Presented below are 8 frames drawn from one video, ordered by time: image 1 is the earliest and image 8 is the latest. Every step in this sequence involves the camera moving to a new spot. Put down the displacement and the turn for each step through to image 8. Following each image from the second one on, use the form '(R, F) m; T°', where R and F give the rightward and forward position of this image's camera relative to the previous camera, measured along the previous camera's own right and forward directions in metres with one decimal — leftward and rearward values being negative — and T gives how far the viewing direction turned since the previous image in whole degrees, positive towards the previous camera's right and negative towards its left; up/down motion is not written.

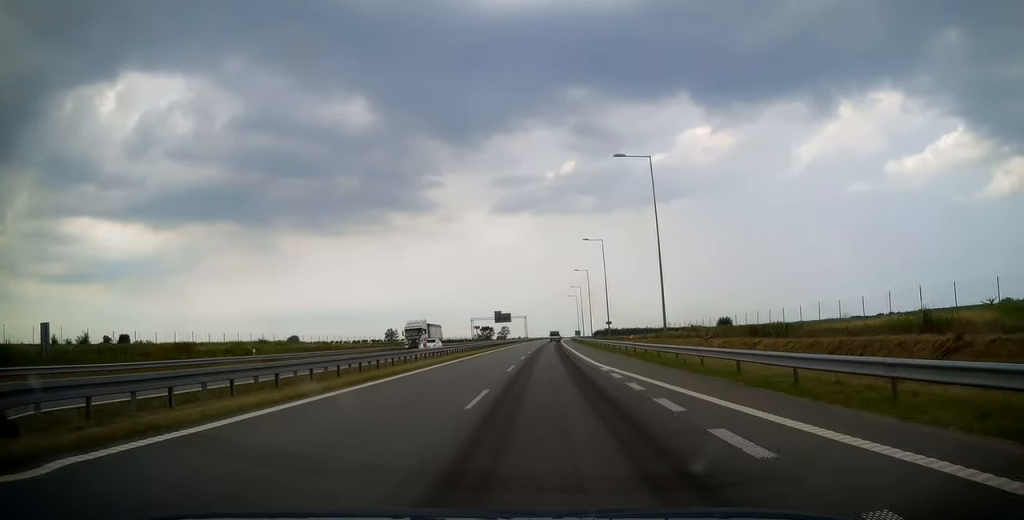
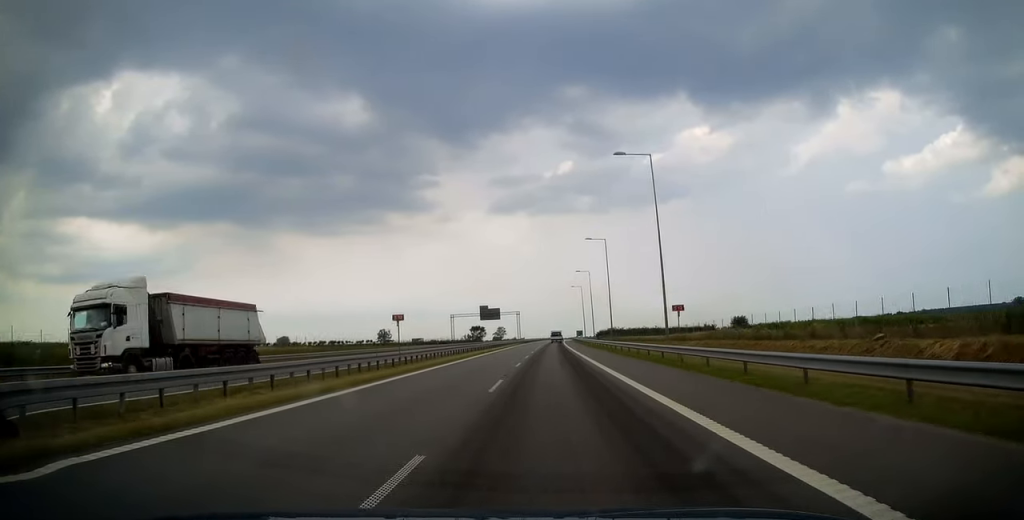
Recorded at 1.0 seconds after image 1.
(+0.3, +32.3) m; +1°
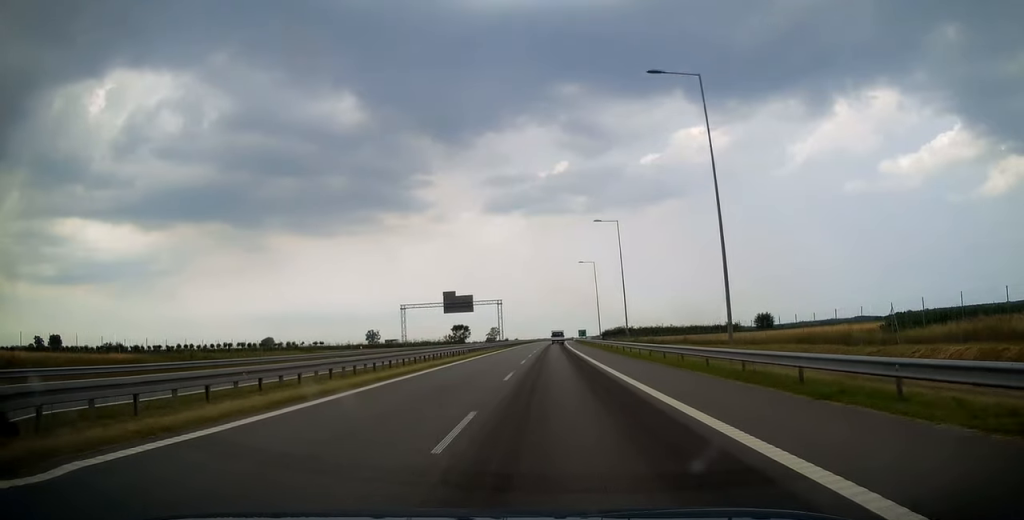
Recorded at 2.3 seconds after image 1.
(+0.4, +43.5) m; 0°
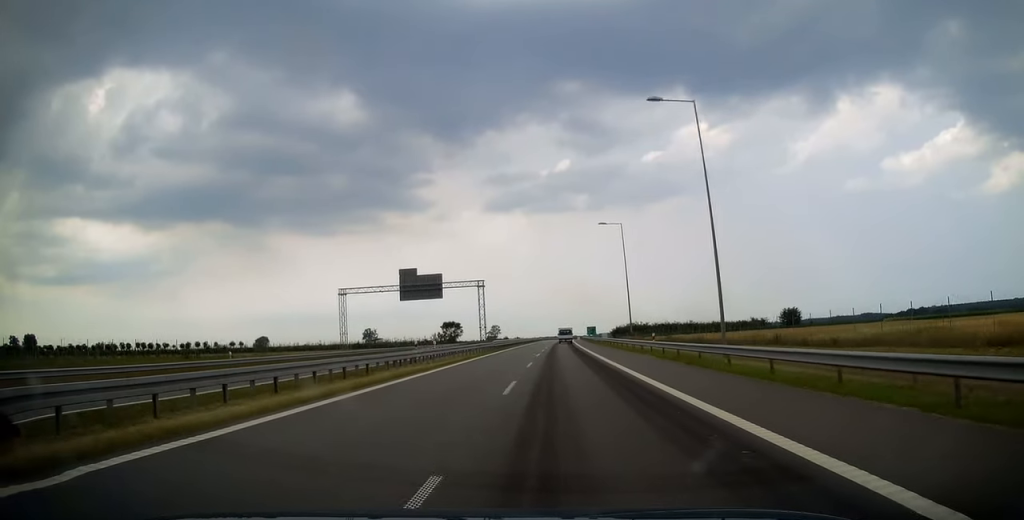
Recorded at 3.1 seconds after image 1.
(-0.1, +29.0) m; 0°
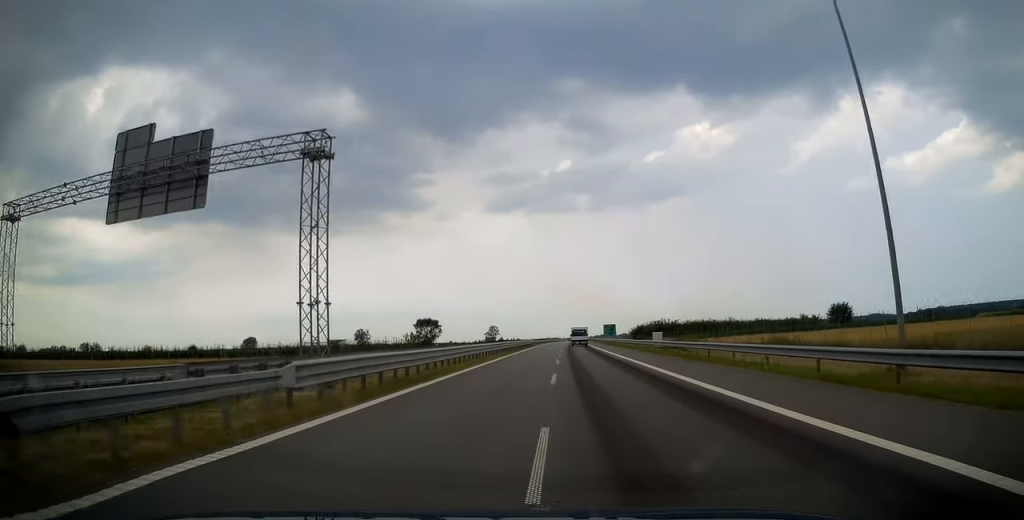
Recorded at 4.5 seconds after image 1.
(-0.4, +44.7) m; 0°
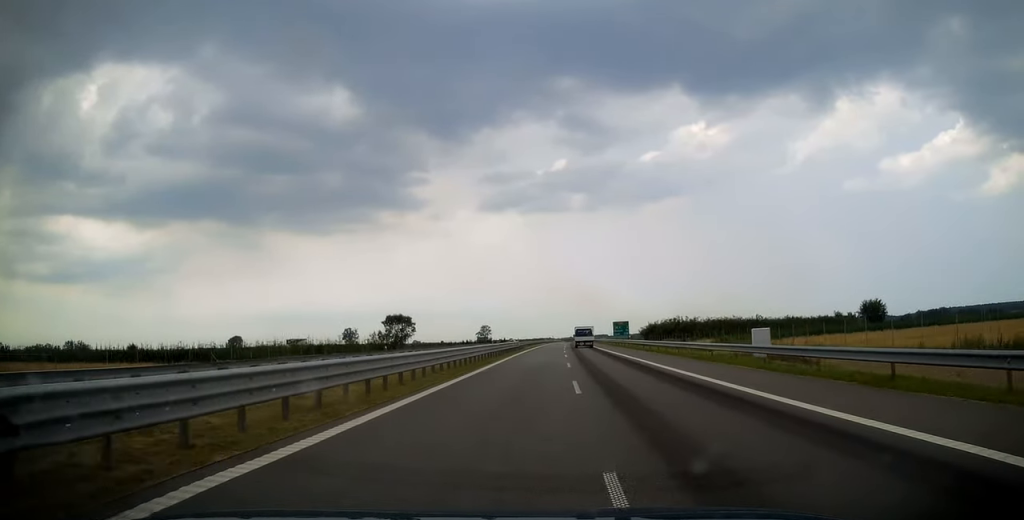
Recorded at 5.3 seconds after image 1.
(+0.3, +26.8) m; +1°
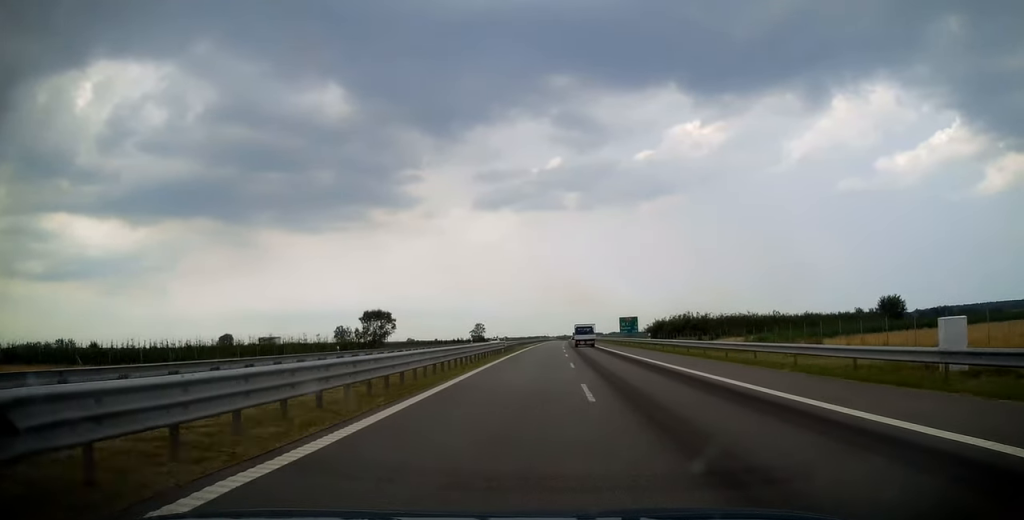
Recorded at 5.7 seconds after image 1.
(+0.1, +14.0) m; 0°
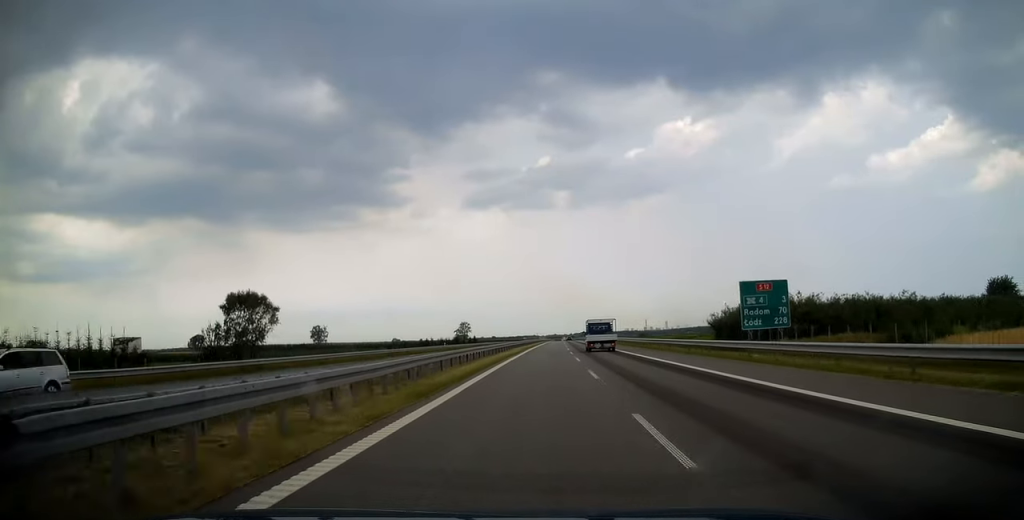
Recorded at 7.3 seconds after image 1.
(+0.4, +53.8) m; +1°
